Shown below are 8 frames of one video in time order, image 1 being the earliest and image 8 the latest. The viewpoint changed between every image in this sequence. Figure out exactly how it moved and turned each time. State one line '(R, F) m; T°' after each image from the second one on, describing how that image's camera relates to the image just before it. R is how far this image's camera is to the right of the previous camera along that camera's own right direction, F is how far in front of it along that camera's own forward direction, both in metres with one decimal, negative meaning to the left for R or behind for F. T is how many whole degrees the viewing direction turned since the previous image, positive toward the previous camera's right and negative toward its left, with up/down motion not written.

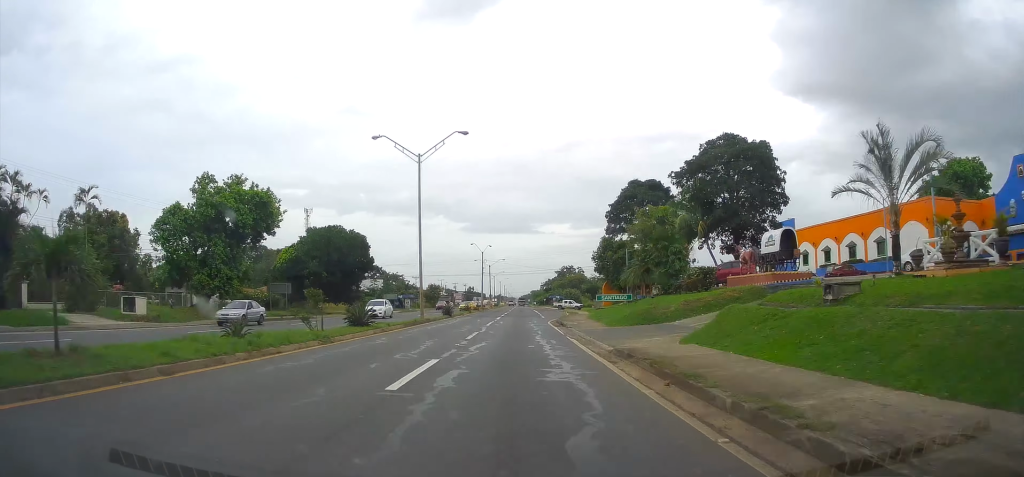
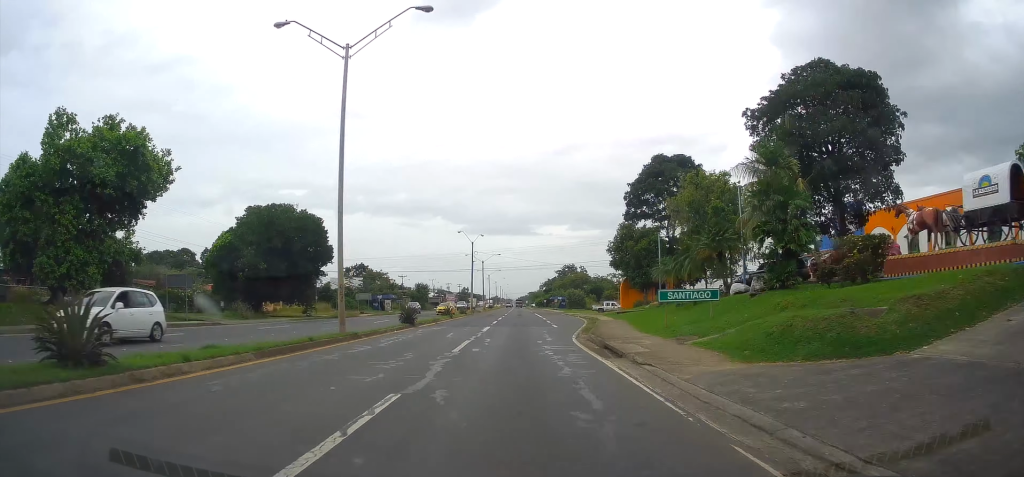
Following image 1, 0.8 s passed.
(+0.4, +17.3) m; +1°
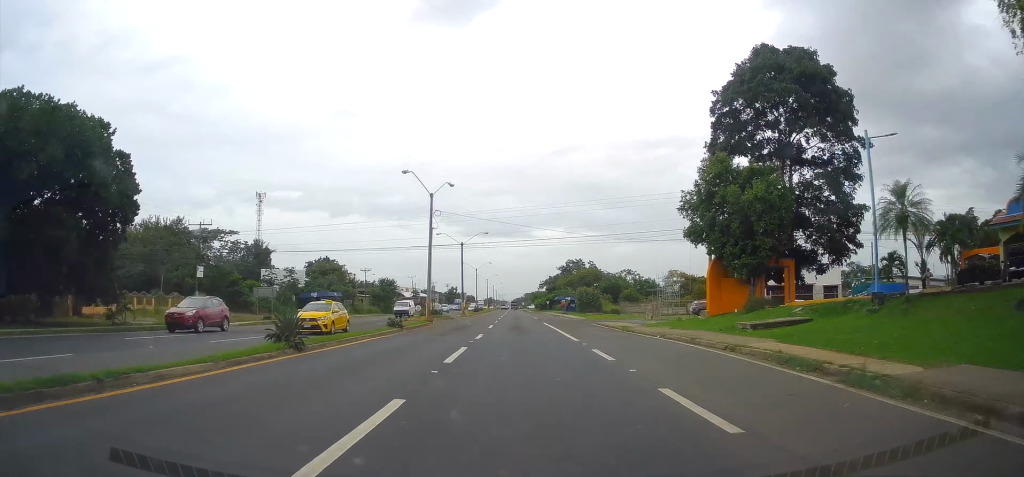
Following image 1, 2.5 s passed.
(+0.6, +34.4) m; +1°
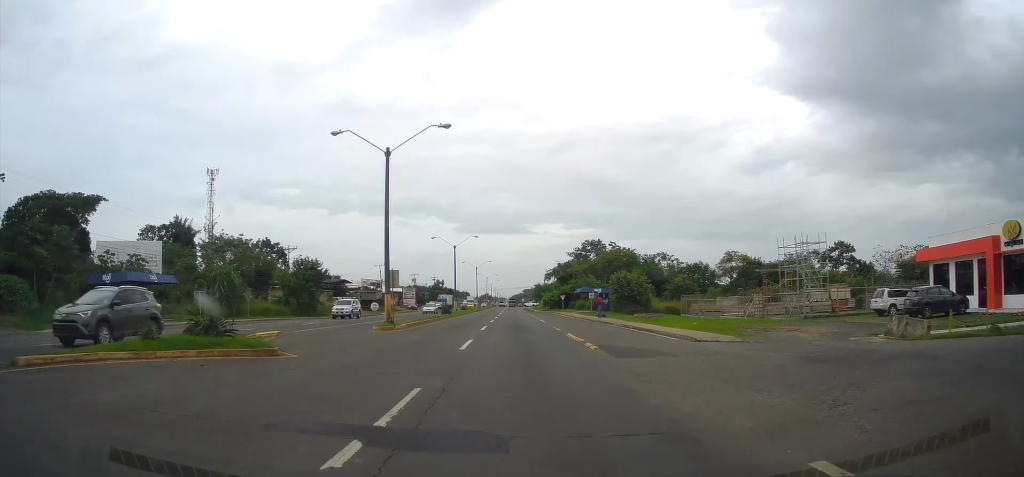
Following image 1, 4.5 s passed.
(+0.1, +41.2) m; +1°
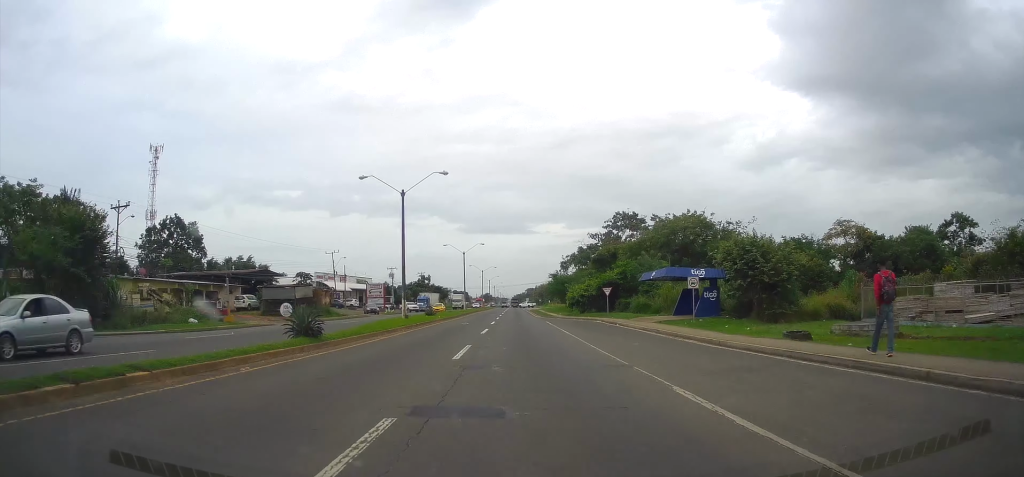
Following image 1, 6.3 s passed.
(+0.2, +37.8) m; 0°
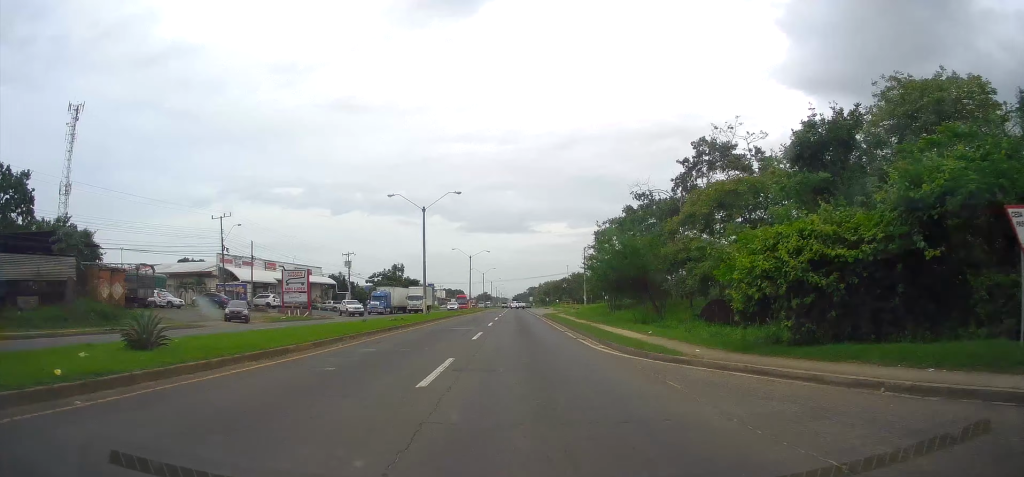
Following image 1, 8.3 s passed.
(+0.2, +41.0) m; 0°
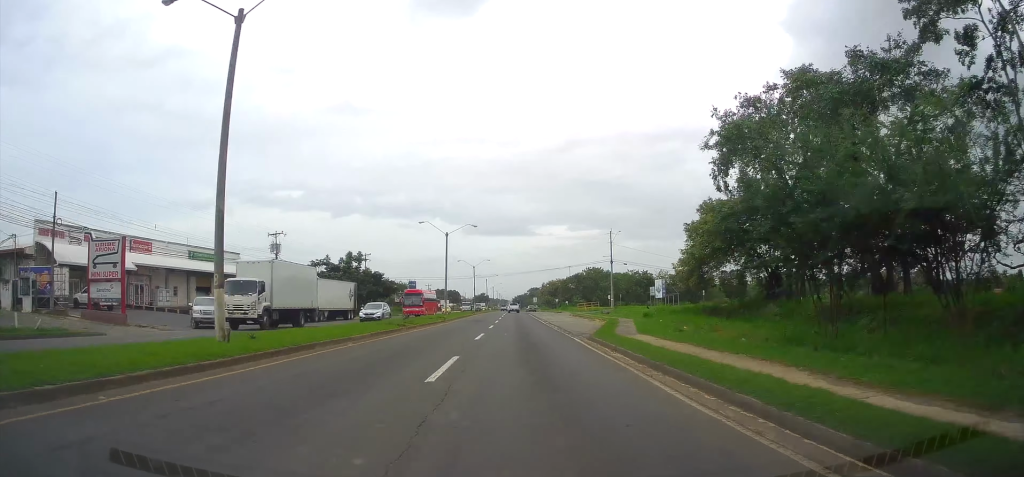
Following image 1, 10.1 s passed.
(-0.3, +35.5) m; -1°
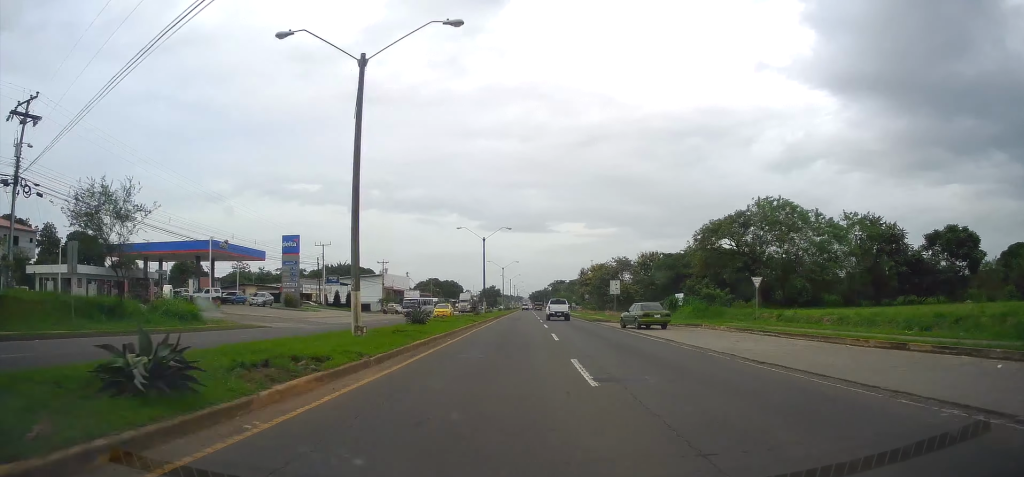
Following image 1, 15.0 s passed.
(-0.9, +98.2) m; -1°
